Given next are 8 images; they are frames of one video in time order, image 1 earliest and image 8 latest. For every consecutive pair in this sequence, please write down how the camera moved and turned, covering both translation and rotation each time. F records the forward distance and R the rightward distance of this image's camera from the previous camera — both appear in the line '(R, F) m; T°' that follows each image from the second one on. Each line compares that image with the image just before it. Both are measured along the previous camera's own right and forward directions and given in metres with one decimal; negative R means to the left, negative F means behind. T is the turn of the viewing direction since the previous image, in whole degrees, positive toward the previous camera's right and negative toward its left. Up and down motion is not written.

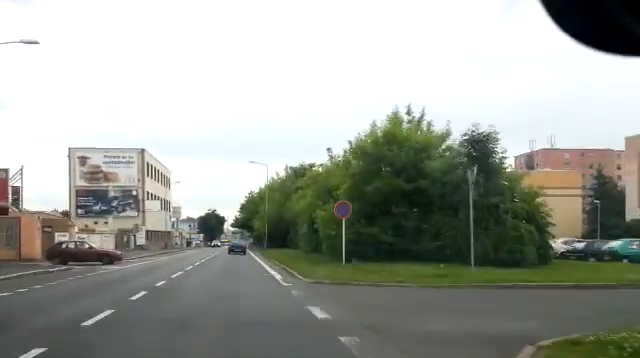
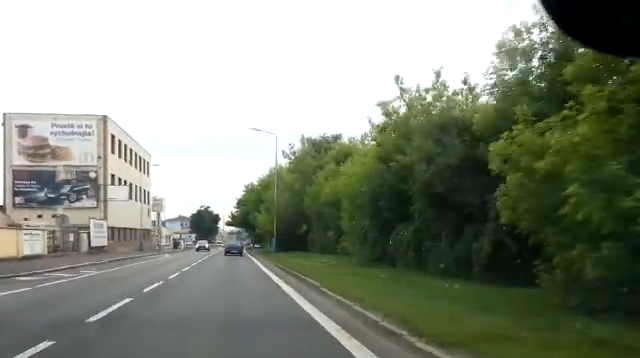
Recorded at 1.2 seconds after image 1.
(-0.1, +17.9) m; -1°
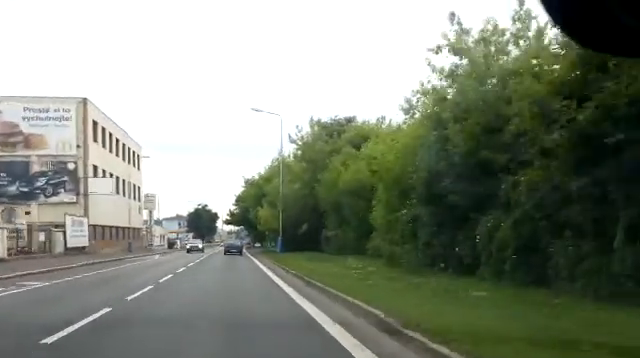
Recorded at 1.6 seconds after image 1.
(0.0, +6.1) m; 0°
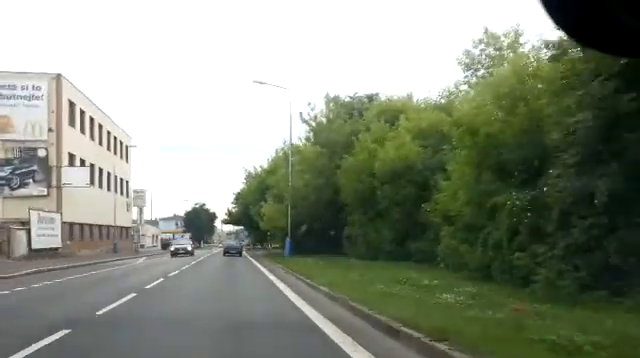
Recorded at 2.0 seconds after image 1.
(0.0, +6.6) m; 0°
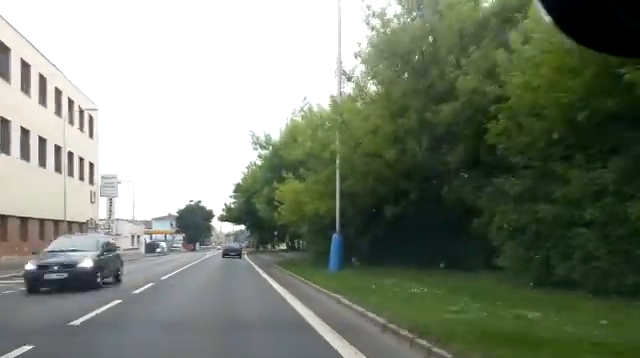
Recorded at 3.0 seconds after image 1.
(0.0, +14.6) m; +1°
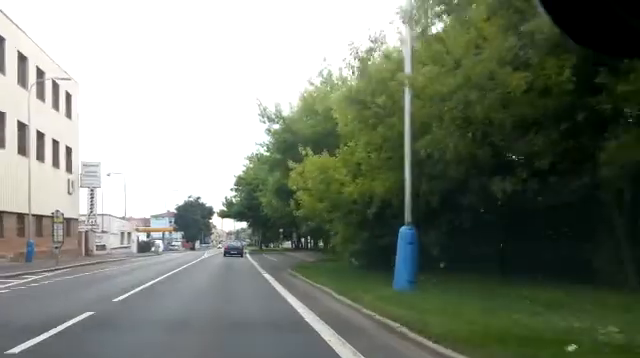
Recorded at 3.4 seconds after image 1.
(-0.1, +6.5) m; +1°
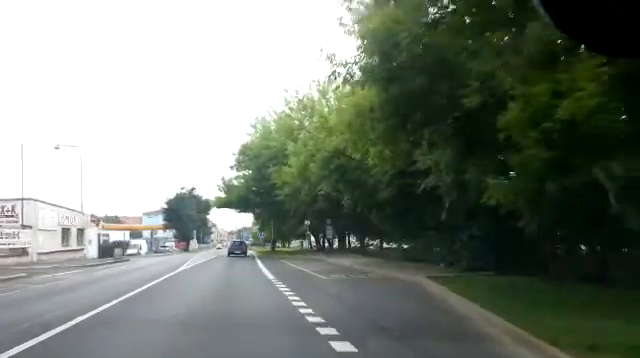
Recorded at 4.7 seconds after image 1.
(+0.2, +19.0) m; -1°
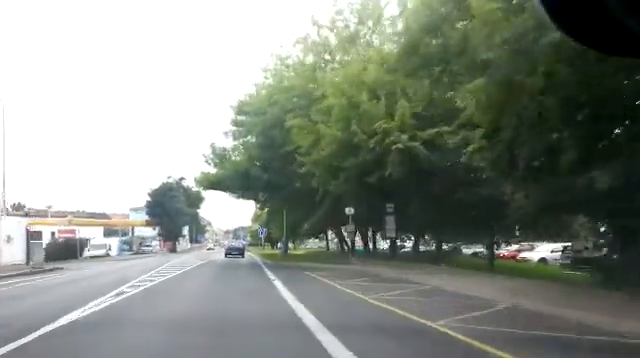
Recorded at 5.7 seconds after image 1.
(-0.4, +14.9) m; -1°
